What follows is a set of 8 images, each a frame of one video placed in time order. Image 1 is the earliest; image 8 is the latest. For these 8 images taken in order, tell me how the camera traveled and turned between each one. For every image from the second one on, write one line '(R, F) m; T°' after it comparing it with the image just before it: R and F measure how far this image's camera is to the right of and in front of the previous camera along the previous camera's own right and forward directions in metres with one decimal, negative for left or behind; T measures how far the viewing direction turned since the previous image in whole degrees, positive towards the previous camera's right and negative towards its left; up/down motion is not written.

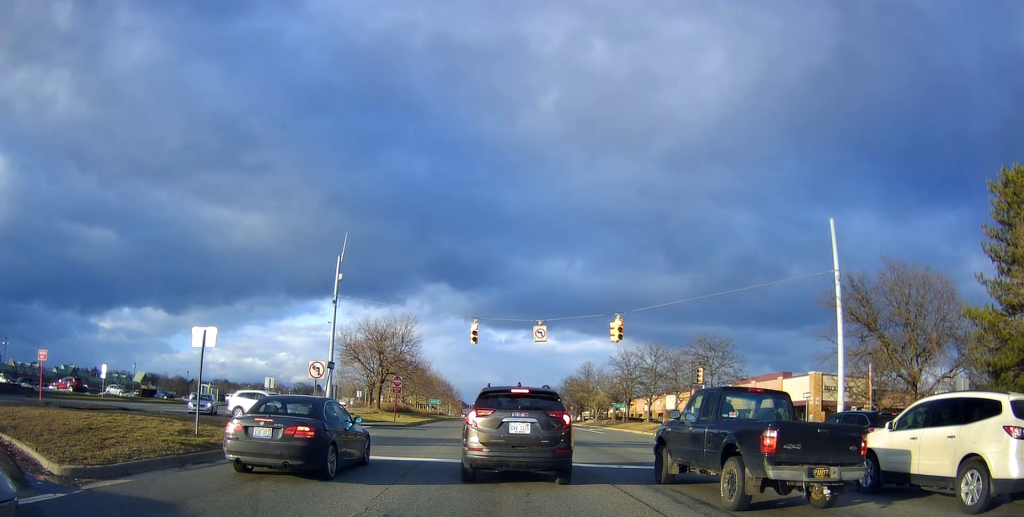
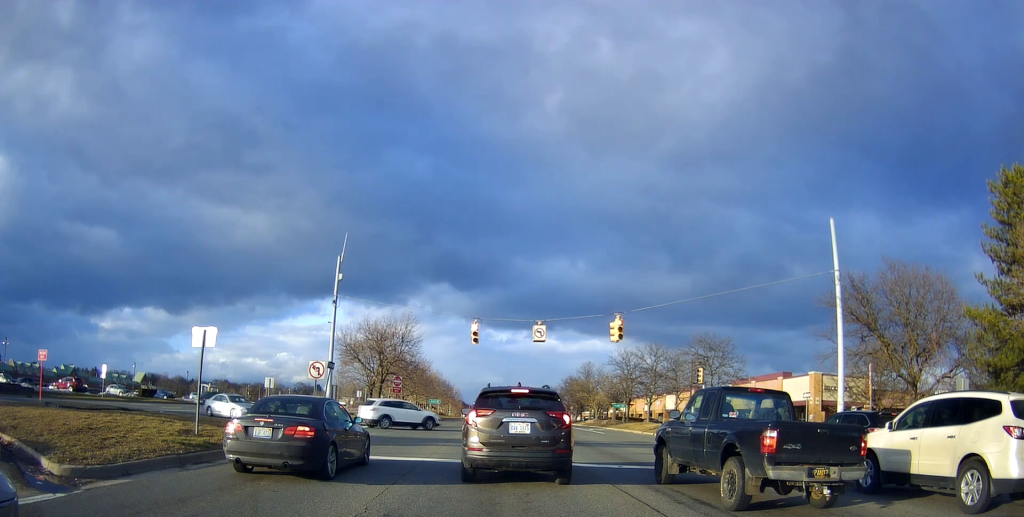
(0.0, 0.0) m; 0°
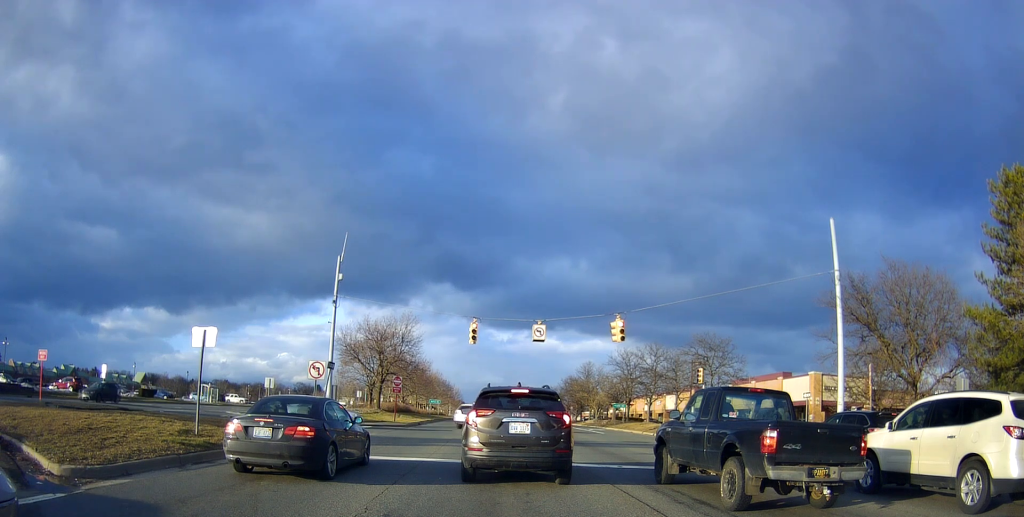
(0.0, 0.0) m; 0°
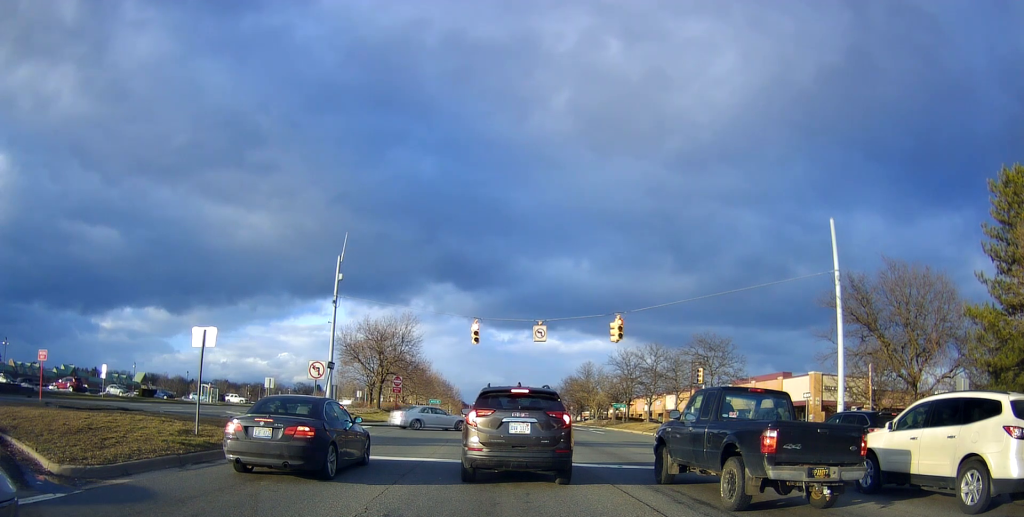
(0.0, 0.0) m; 0°
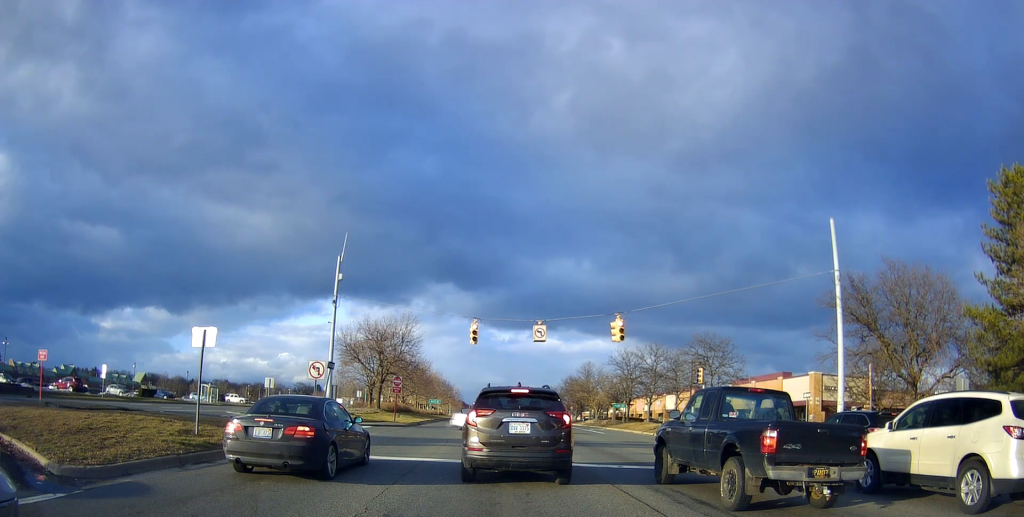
(0.0, 0.0) m; 0°
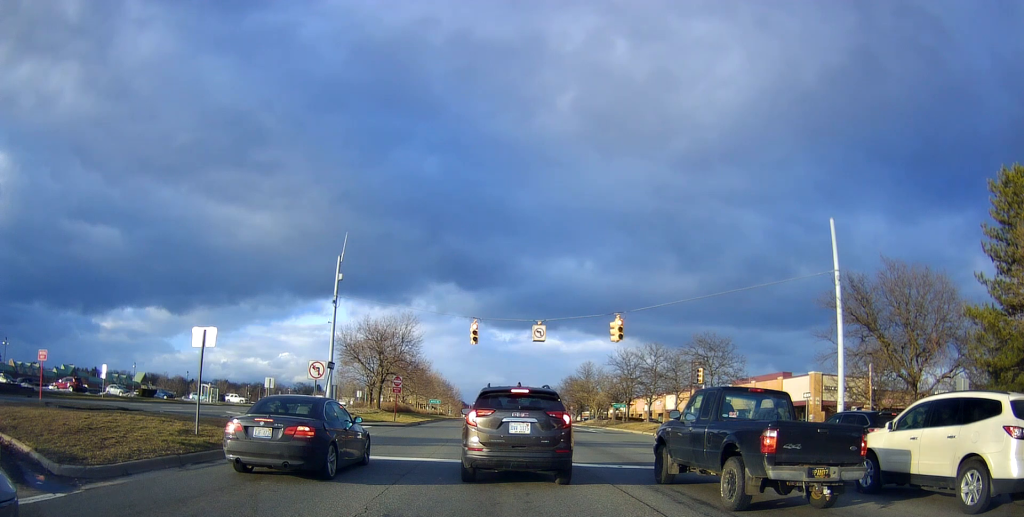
(0.0, 0.0) m; 0°
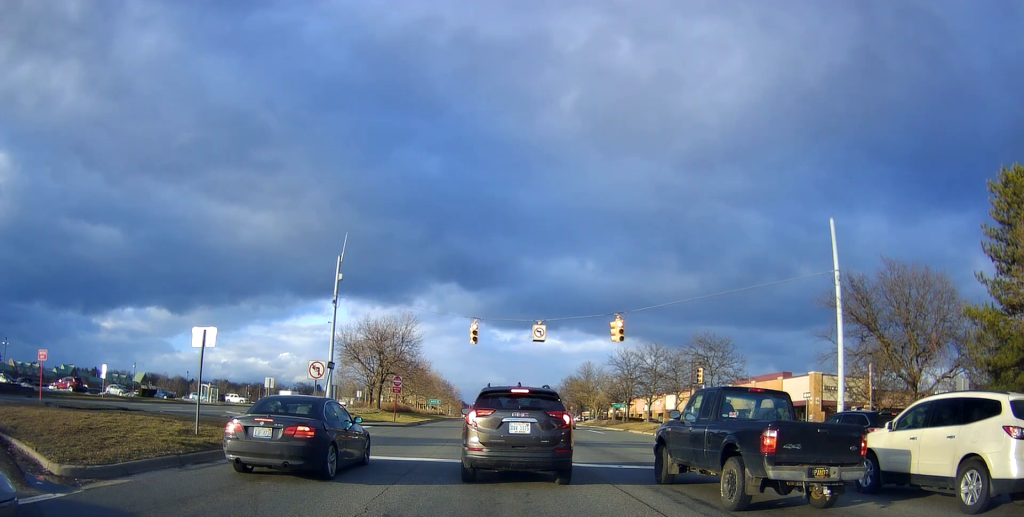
(0.0, 0.0) m; 0°
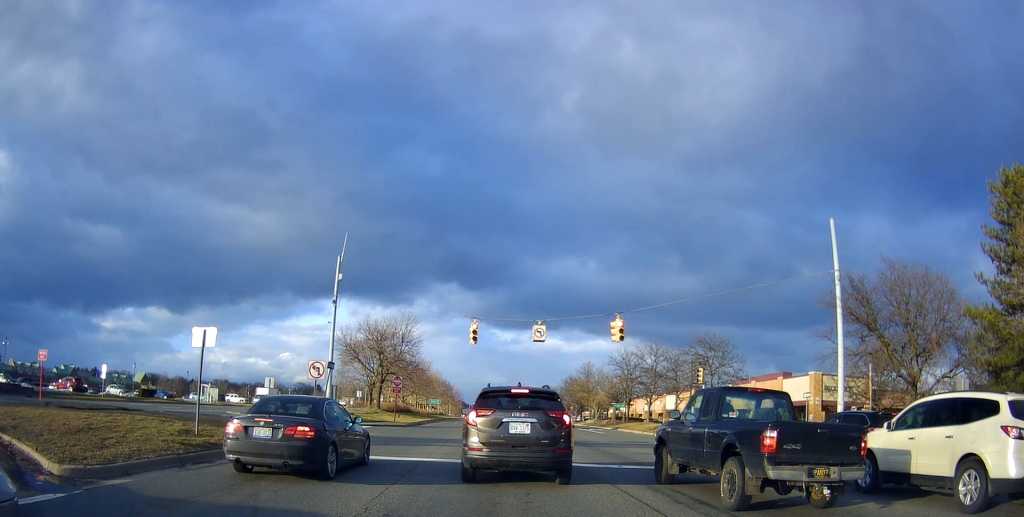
(0.0, 0.0) m; 0°
